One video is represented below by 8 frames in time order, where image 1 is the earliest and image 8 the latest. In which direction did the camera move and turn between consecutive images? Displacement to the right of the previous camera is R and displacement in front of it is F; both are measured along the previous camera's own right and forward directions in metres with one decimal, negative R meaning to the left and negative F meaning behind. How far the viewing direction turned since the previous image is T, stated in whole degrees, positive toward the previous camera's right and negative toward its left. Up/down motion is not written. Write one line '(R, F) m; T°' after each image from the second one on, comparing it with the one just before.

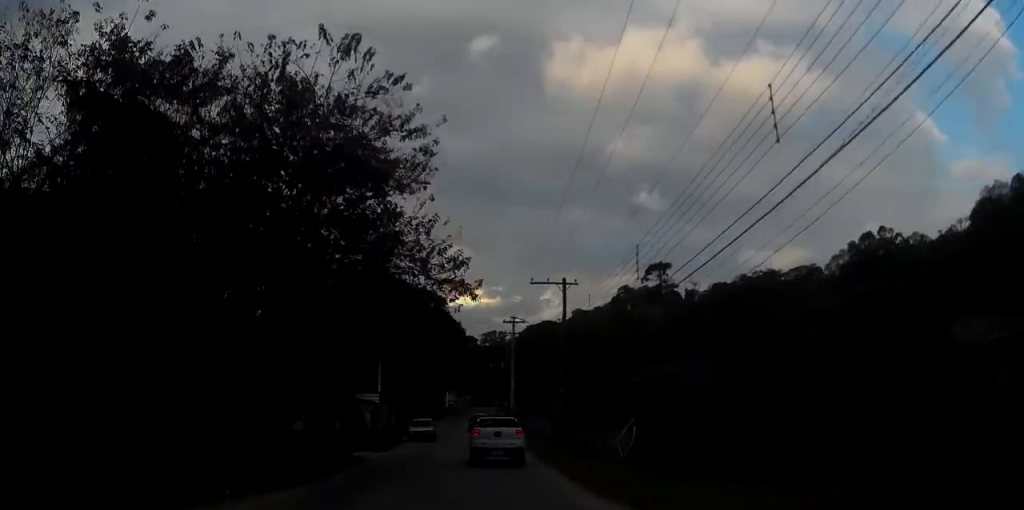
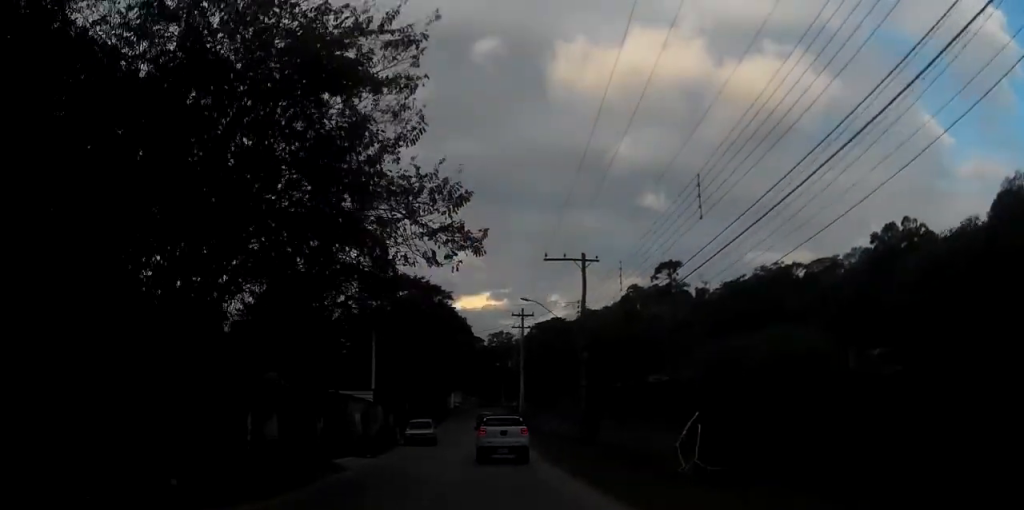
(-0.1, +4.8) m; 0°
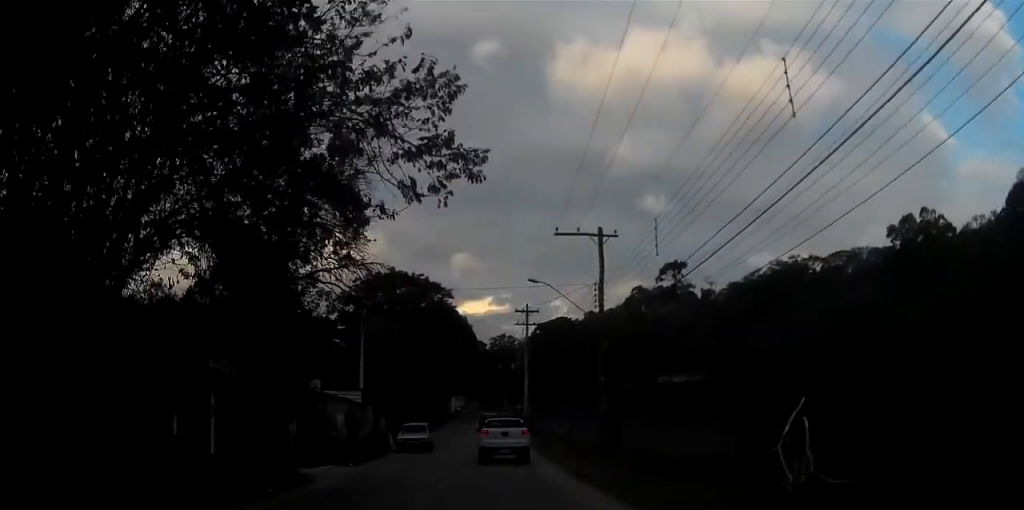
(-0.1, +4.1) m; 0°
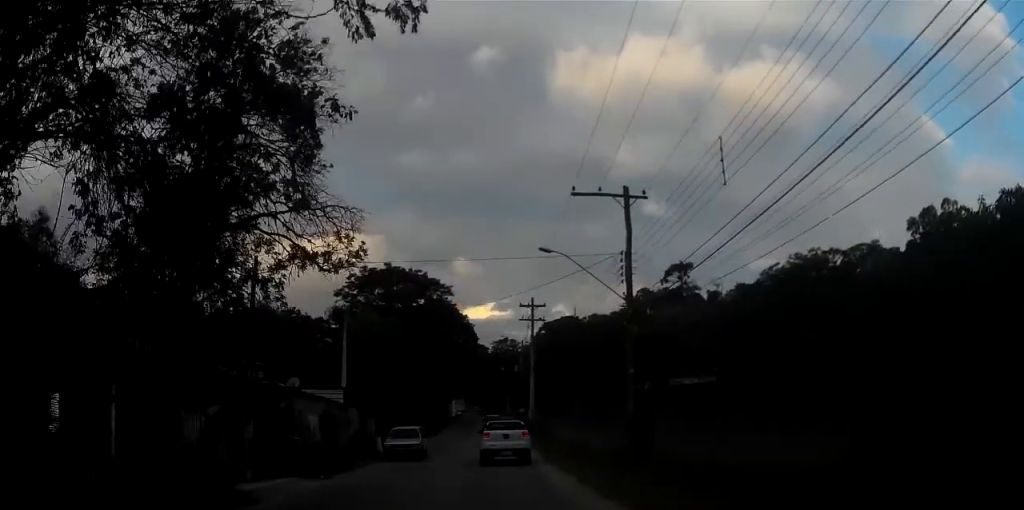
(+0.1, +4.9) m; 0°
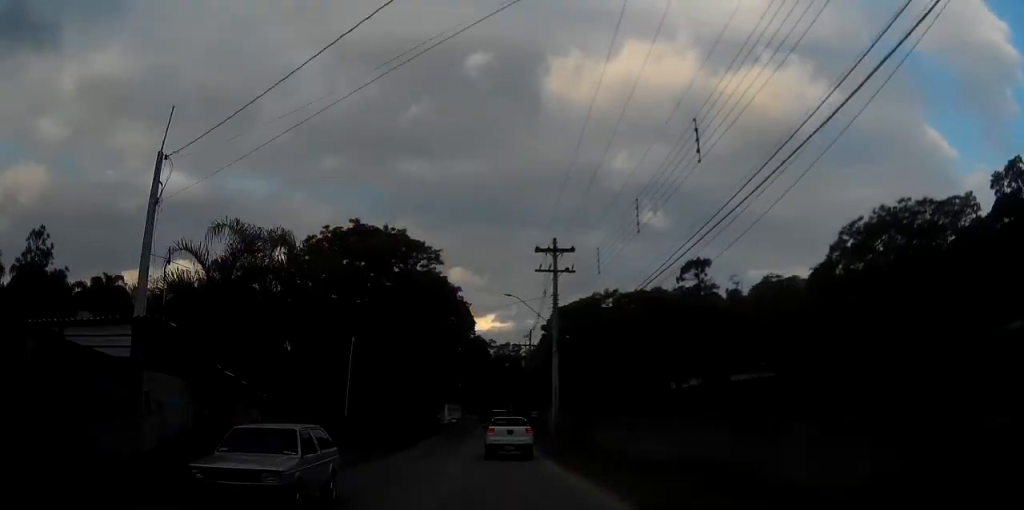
(-0.2, +18.8) m; -1°
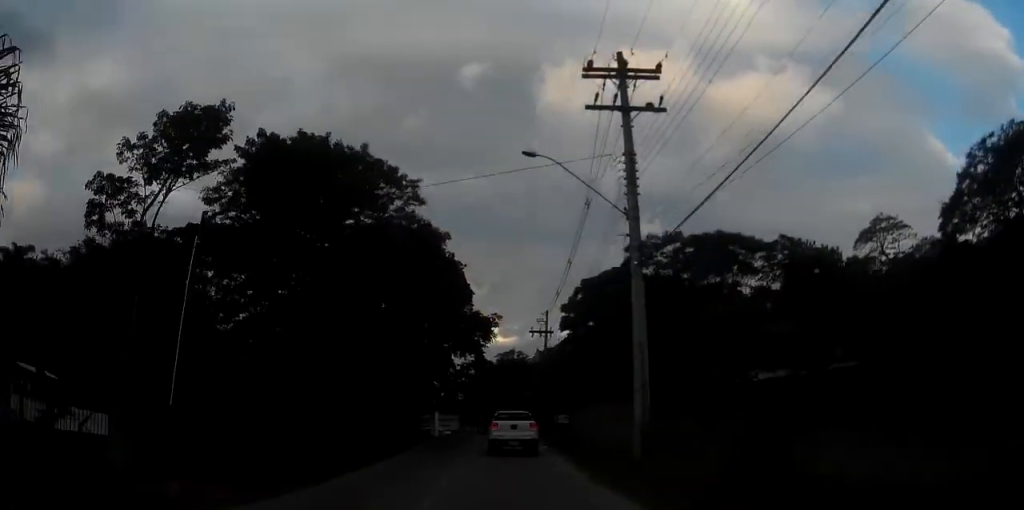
(+0.2, +19.8) m; +2°
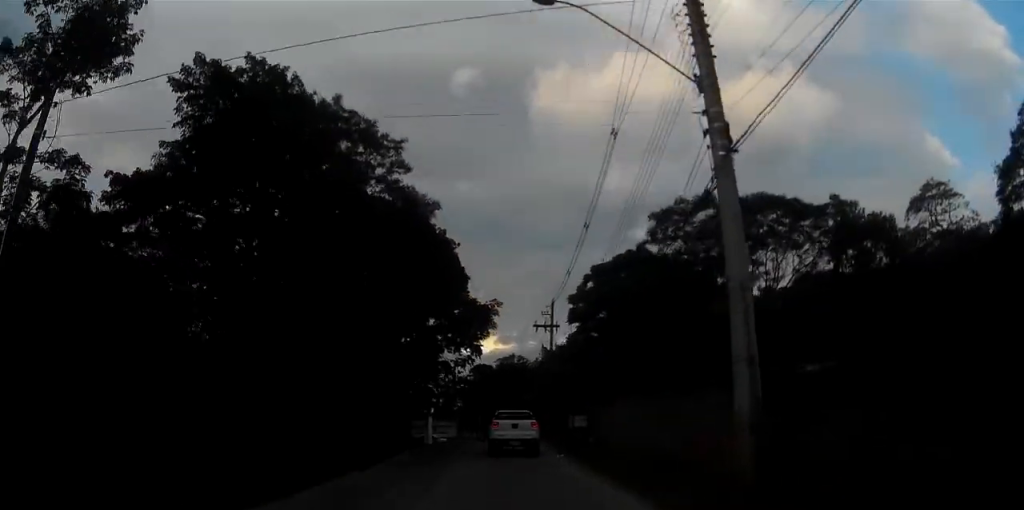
(+0.2, +6.8) m; 0°
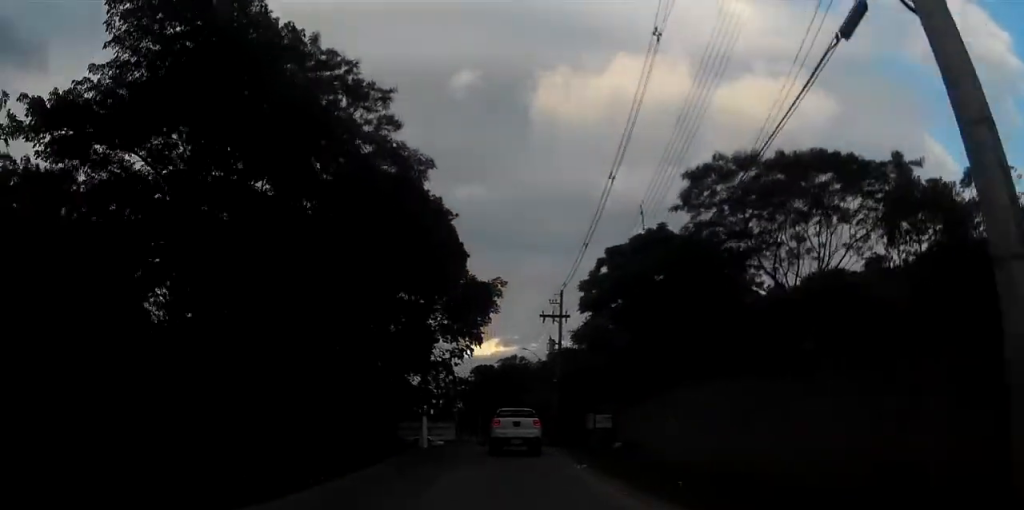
(0.0, +5.6) m; 0°
